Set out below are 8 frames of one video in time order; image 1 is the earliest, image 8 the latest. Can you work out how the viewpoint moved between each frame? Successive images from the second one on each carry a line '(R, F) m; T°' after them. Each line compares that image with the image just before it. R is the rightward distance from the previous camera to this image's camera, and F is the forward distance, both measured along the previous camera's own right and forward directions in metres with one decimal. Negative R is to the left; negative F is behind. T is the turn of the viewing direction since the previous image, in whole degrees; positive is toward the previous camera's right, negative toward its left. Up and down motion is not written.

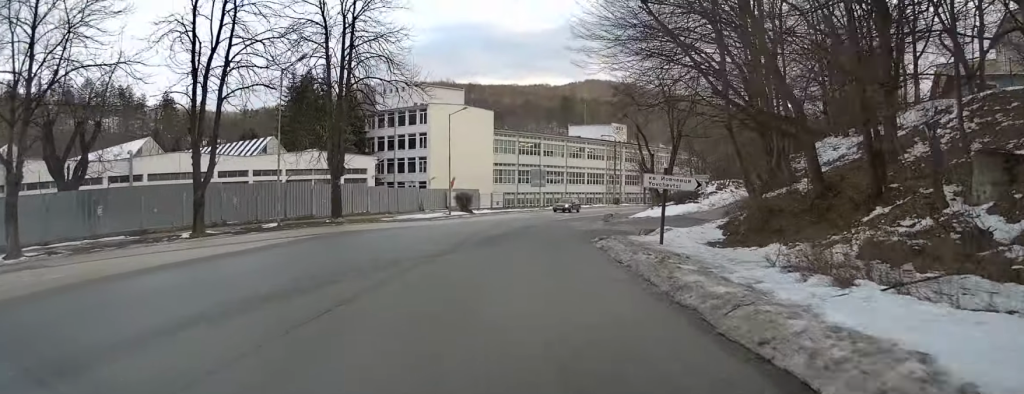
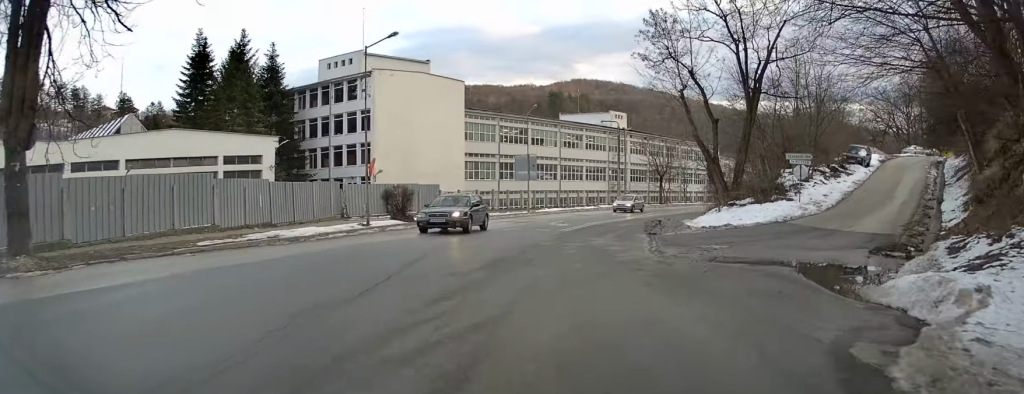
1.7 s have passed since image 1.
(+0.4, +22.0) m; +2°
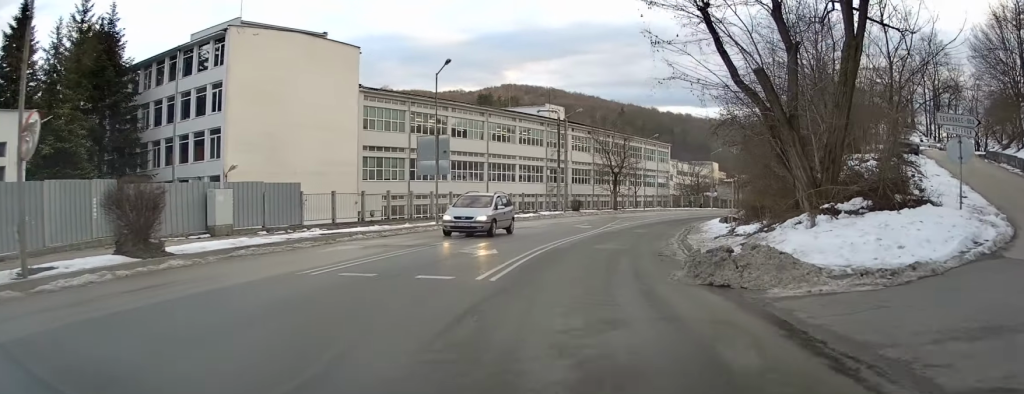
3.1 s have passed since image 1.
(+0.5, +16.8) m; +6°
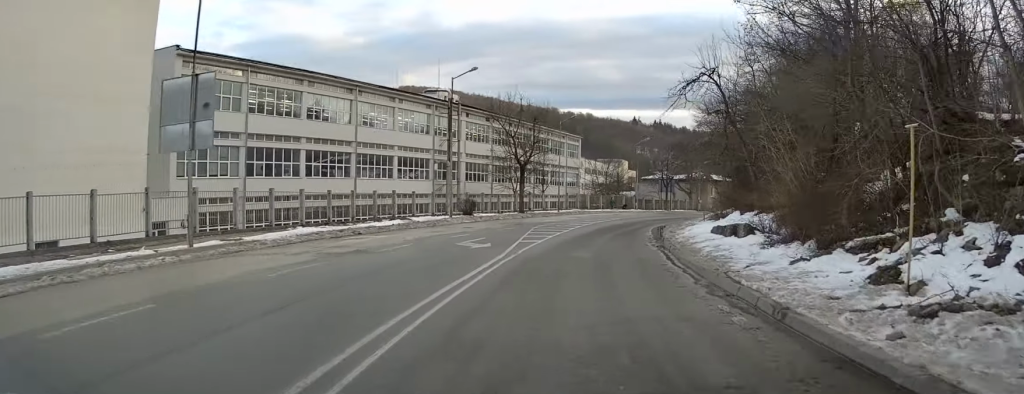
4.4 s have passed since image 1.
(+0.9, +15.8) m; +9°
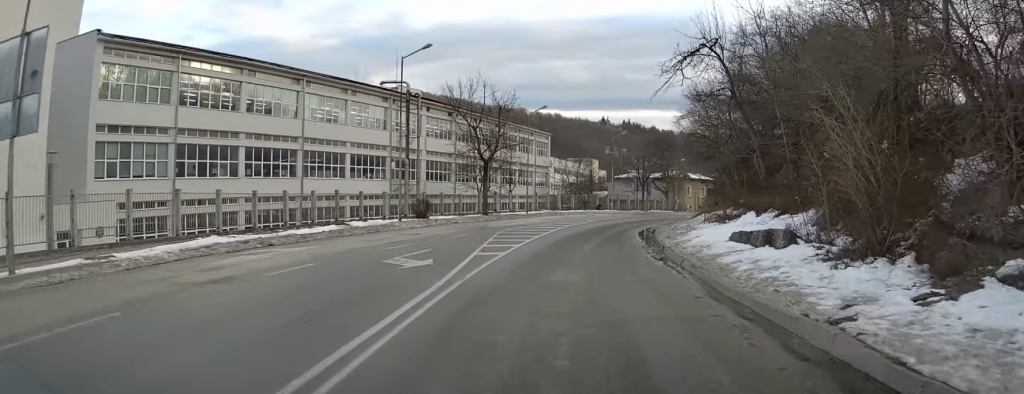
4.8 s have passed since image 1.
(+0.3, +5.4) m; +3°
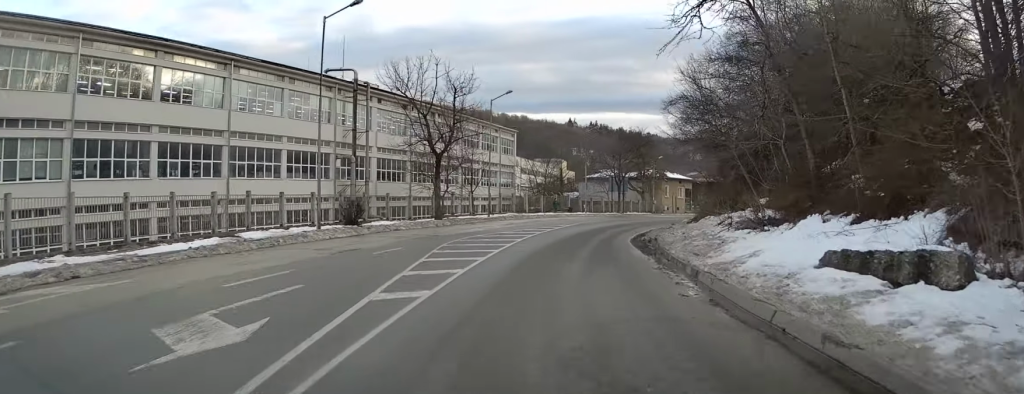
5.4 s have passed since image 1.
(+0.2, +7.1) m; +4°
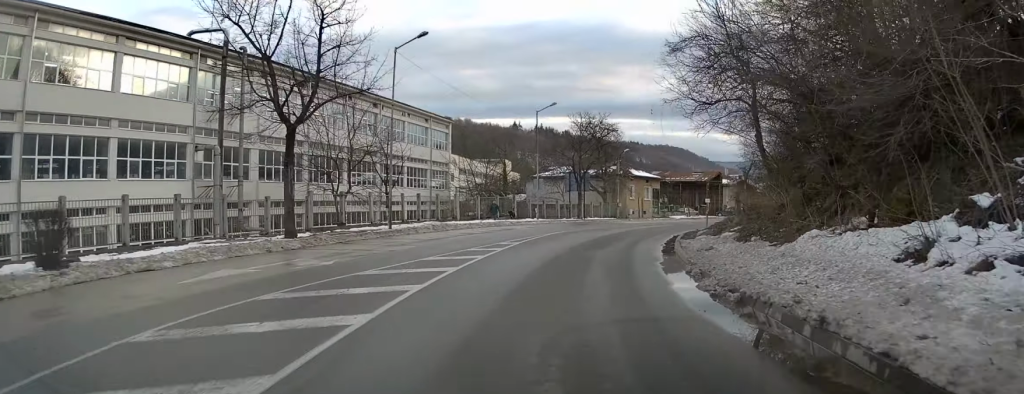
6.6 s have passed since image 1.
(+0.8, +14.8) m; +4°
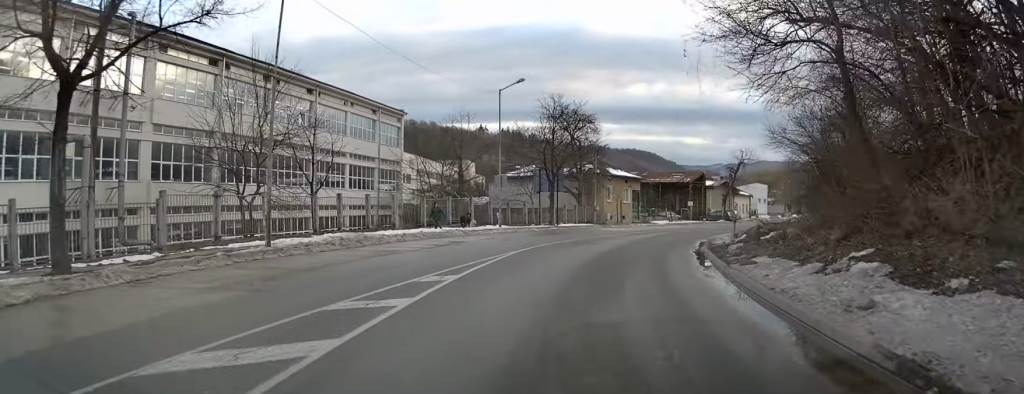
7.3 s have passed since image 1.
(+0.1, +9.5) m; +2°
